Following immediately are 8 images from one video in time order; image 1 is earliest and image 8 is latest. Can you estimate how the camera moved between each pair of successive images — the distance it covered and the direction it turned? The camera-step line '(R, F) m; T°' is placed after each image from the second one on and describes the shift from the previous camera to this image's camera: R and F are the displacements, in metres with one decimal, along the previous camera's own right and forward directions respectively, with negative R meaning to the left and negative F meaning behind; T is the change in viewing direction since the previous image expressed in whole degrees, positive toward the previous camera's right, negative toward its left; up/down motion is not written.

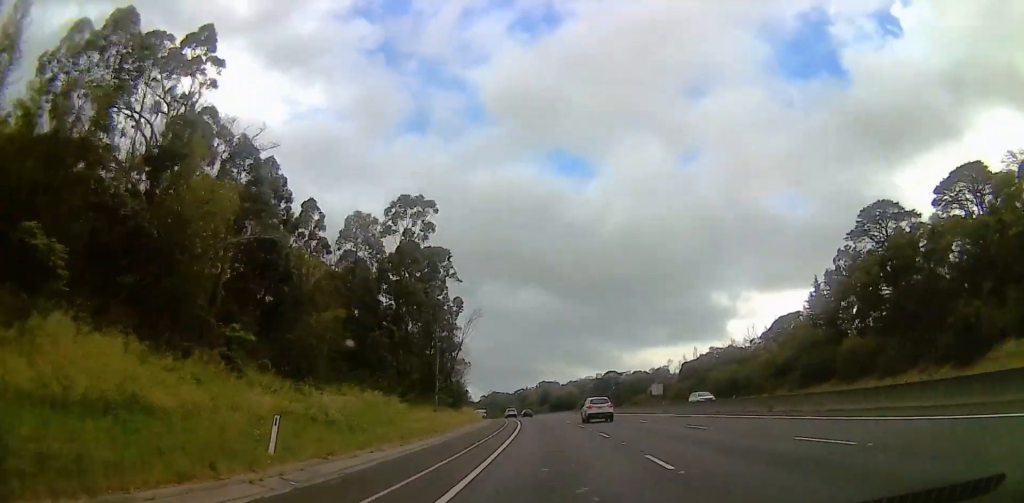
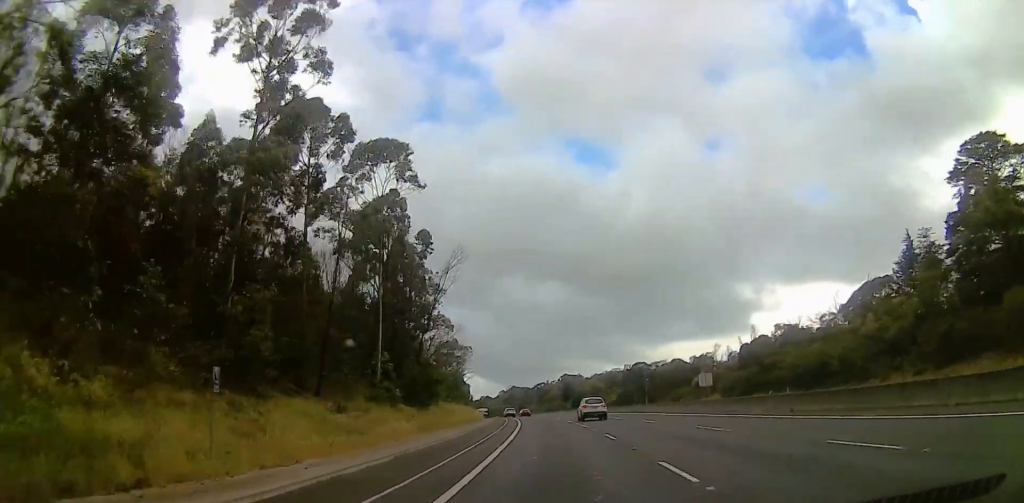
(-0.8, +25.1) m; -3°
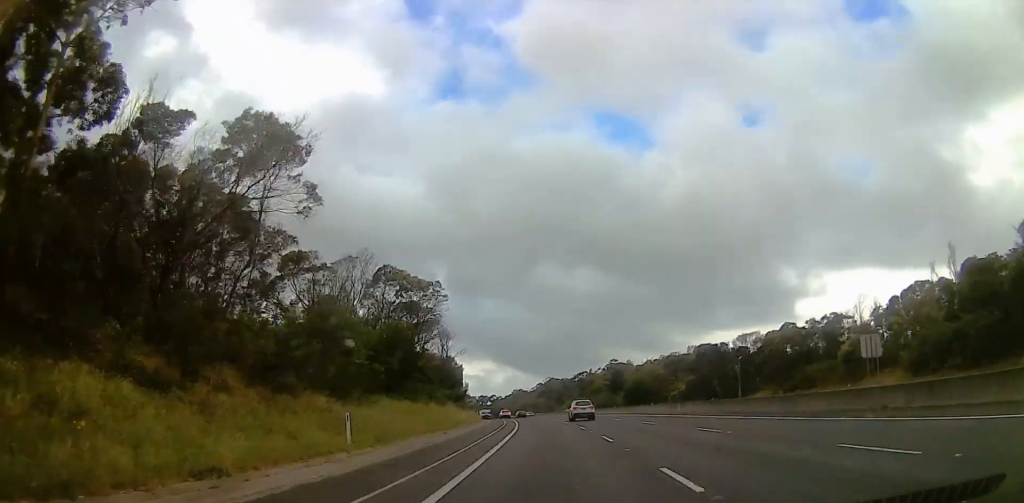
(-0.4, +48.0) m; -1°
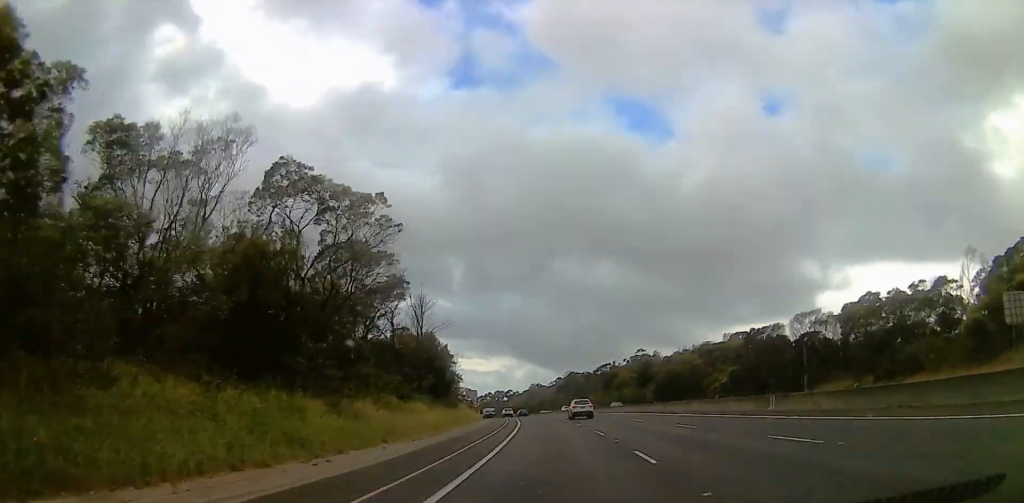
(-0.2, +19.8) m; -2°
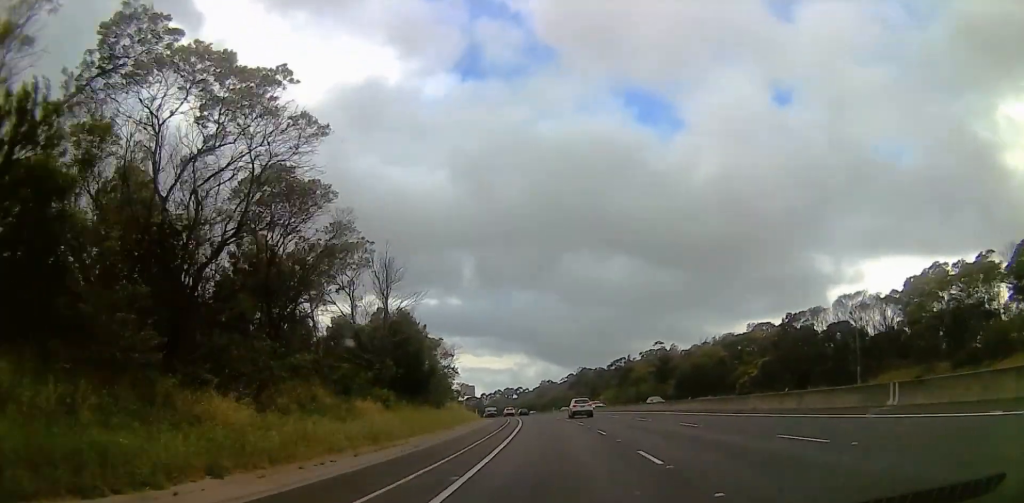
(+0.1, +11.3) m; -2°
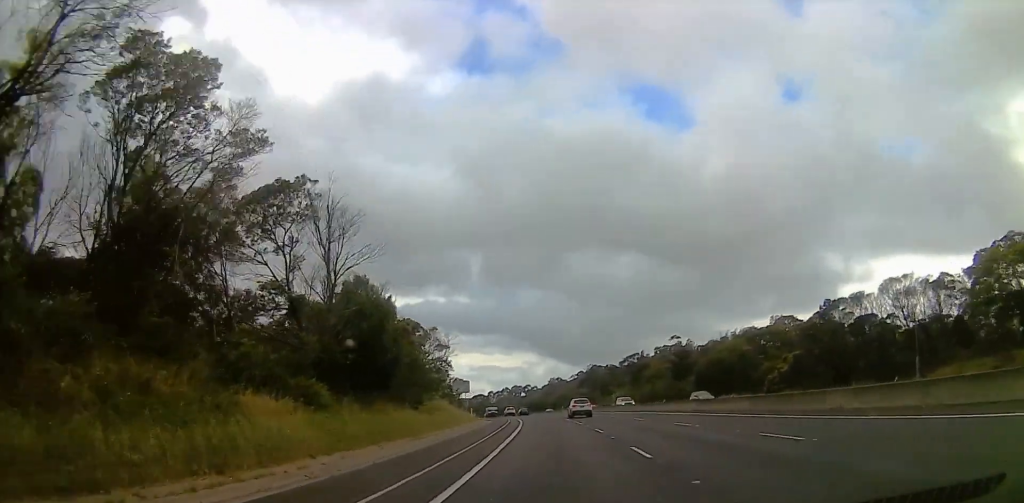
(-0.4, +10.4) m; -1°
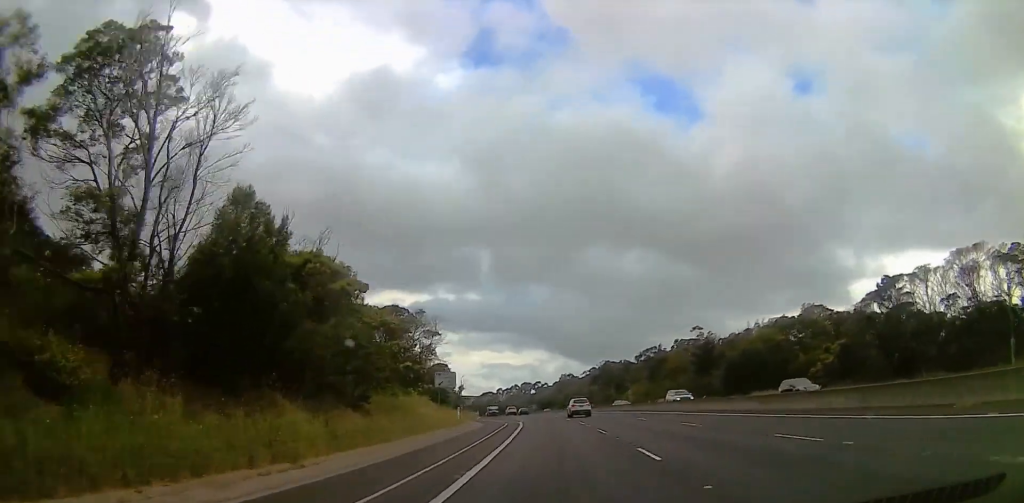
(-0.4, +12.4) m; -1°
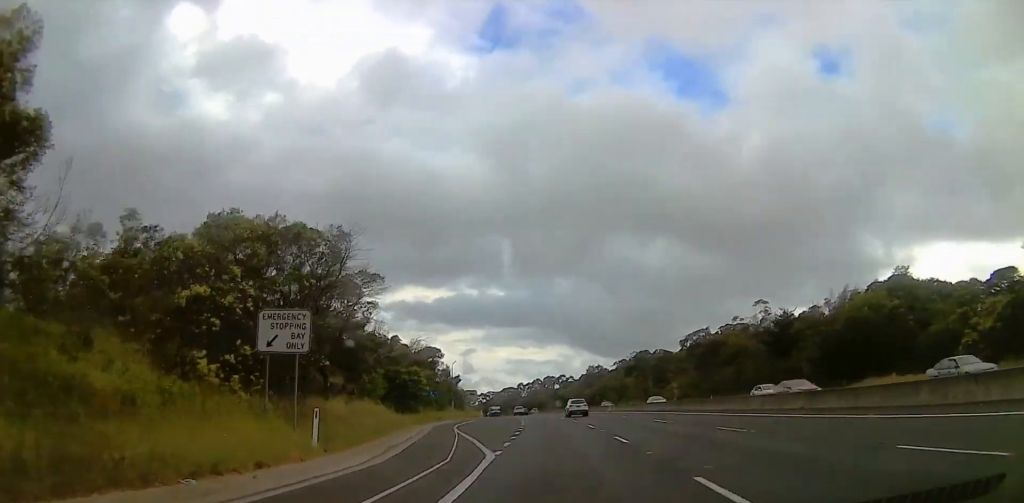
(-0.4, +29.5) m; -2°
